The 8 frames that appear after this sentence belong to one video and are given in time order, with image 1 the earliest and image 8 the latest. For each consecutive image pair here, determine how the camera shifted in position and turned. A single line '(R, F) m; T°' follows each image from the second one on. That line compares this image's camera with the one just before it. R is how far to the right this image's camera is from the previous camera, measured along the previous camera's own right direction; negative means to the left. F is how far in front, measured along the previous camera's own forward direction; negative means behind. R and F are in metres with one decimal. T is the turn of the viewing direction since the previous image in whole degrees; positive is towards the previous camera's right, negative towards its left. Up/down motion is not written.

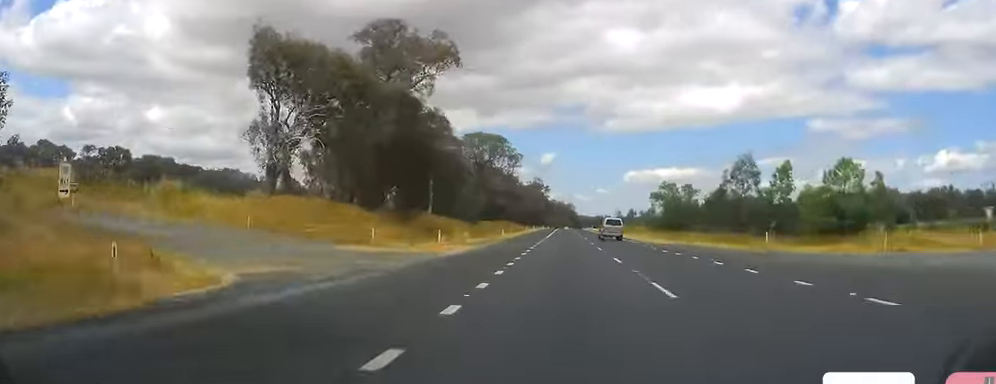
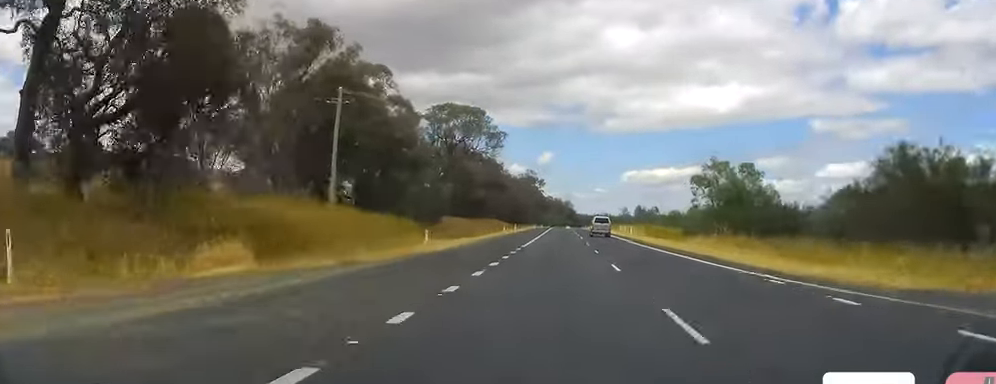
(-0.2, +39.8) m; 0°
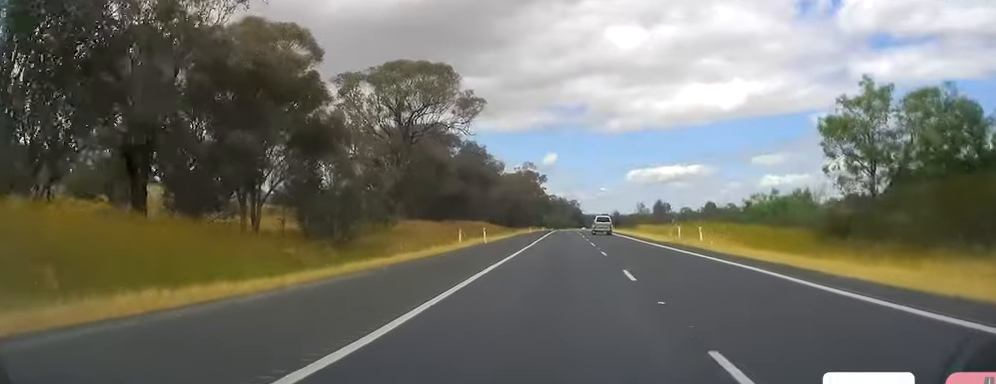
(+0.4, +38.8) m; 0°
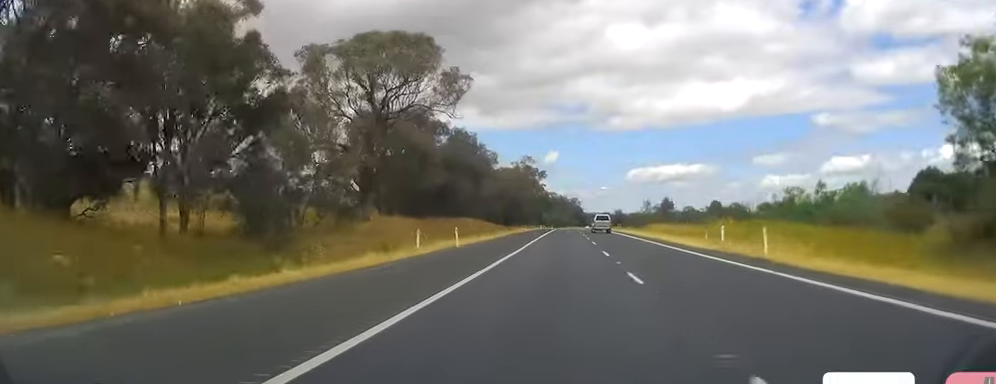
(+0.1, +13.3) m; -1°
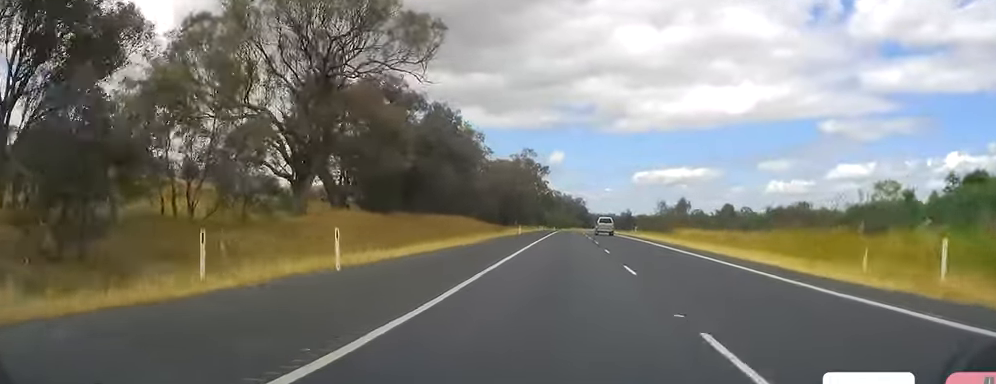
(-0.4, +20.9) m; -1°
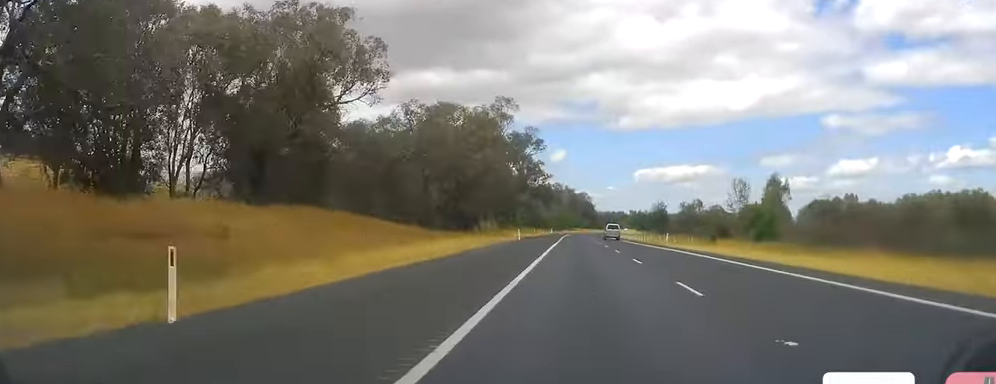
(+0.6, +74.3) m; 0°
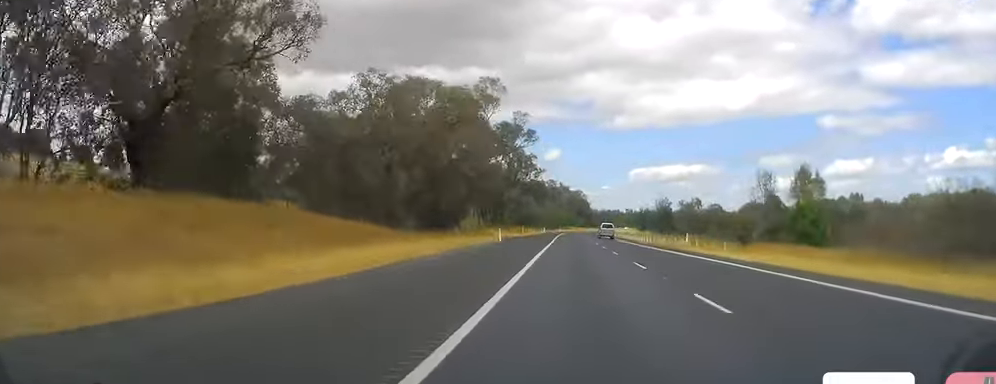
(-0.3, +14.3) m; 0°
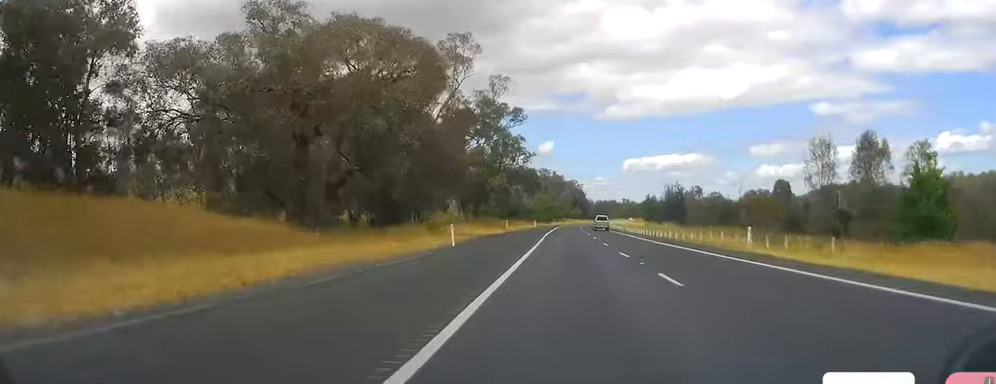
(+0.1, +20.0) m; +1°
